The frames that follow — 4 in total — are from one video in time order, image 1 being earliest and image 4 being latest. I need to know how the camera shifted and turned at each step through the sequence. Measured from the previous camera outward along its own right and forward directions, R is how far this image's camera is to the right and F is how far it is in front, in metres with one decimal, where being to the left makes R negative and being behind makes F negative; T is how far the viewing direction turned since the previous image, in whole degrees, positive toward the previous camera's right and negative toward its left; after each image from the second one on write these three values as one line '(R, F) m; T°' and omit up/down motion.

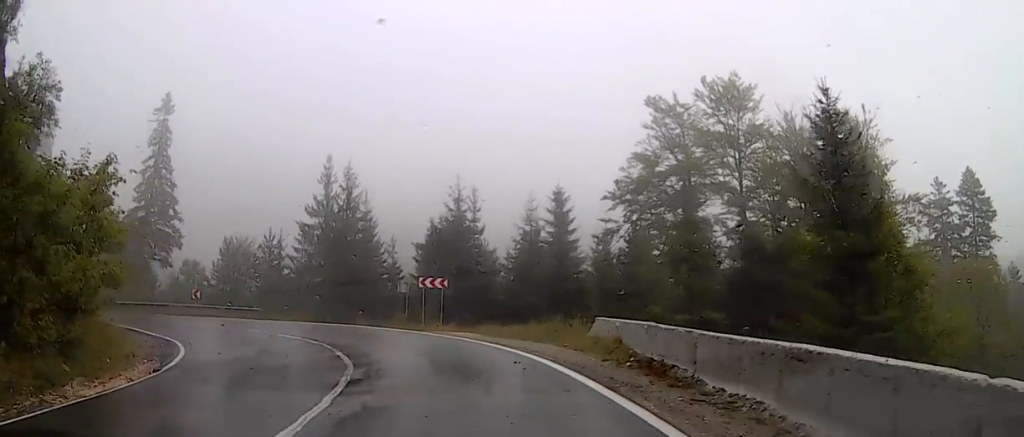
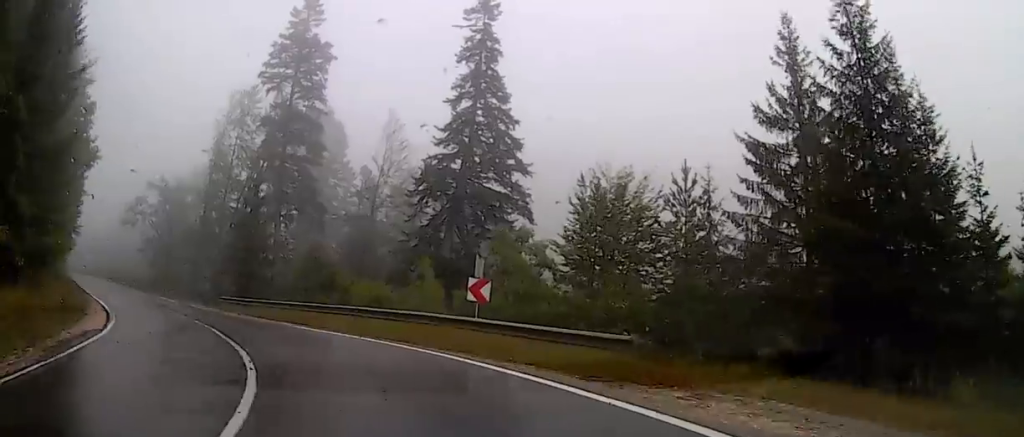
(-9.9, +25.6) m; -49°
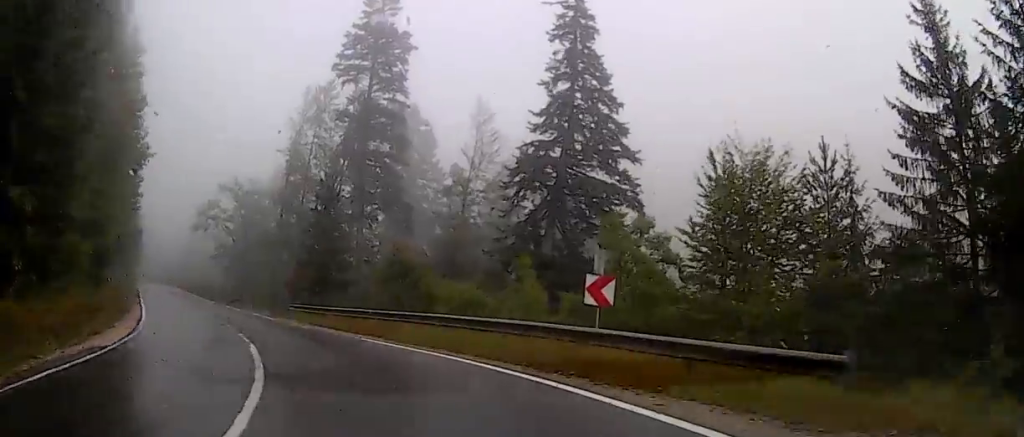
(-0.3, +4.4) m; -7°
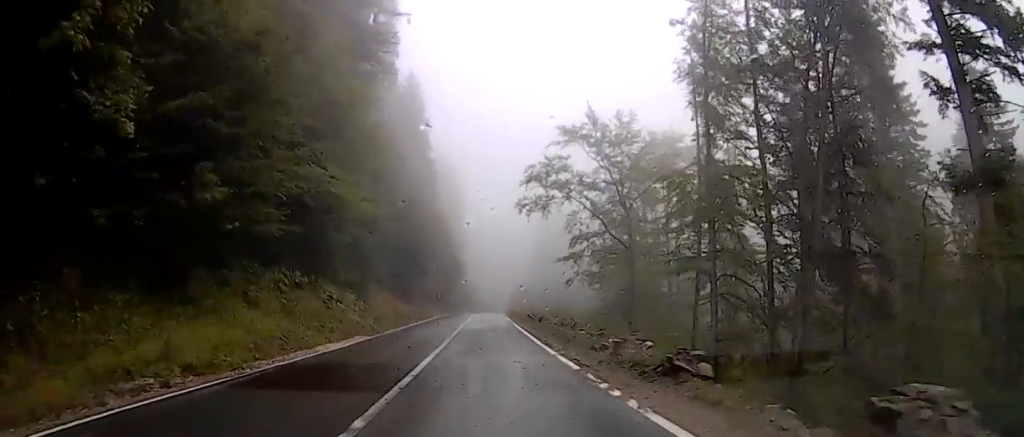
(-10.2, +37.3) m; -20°
